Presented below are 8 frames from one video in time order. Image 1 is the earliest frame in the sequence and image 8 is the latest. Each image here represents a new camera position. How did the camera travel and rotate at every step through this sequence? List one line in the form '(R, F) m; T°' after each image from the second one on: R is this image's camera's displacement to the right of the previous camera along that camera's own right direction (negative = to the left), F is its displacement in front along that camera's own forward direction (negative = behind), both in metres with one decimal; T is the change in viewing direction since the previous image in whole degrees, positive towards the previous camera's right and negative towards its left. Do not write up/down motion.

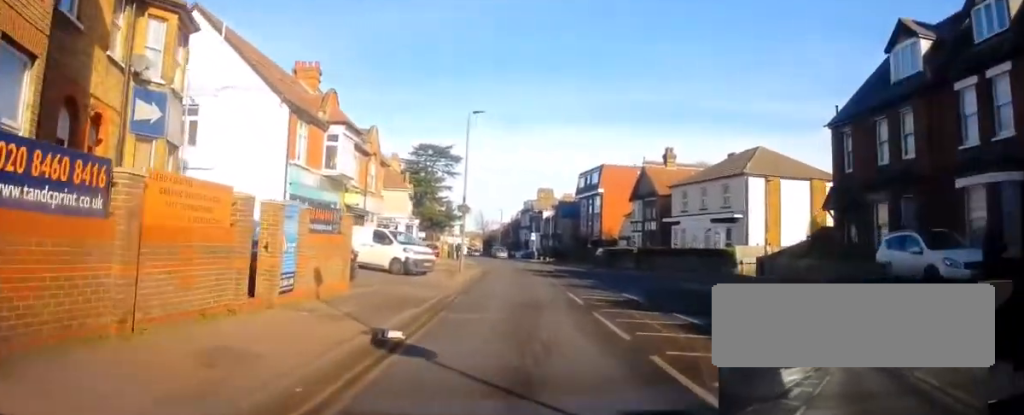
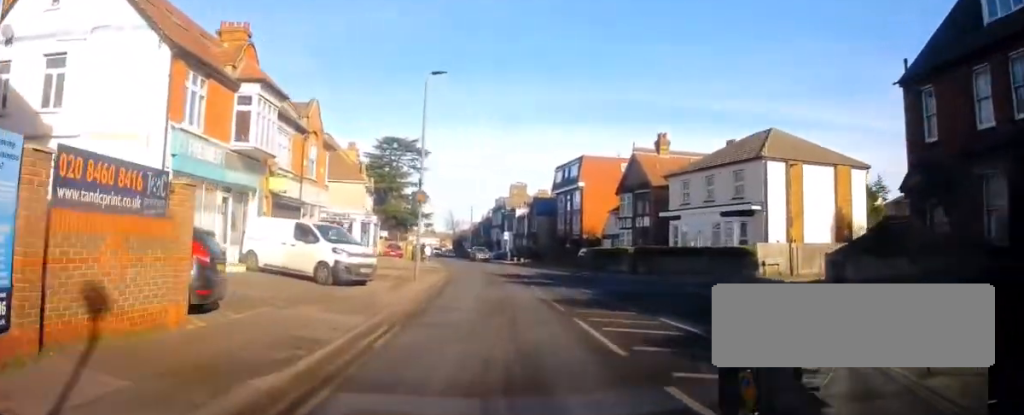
(0.0, +6.7) m; 0°
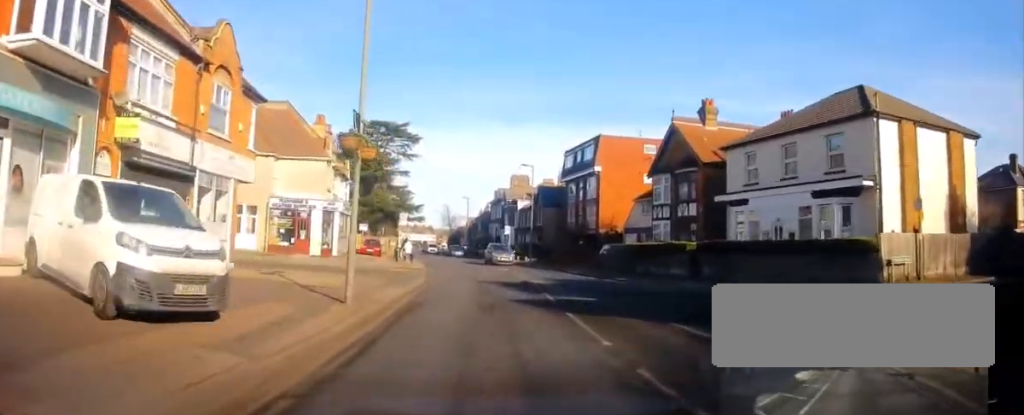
(0.0, +11.0) m; 0°
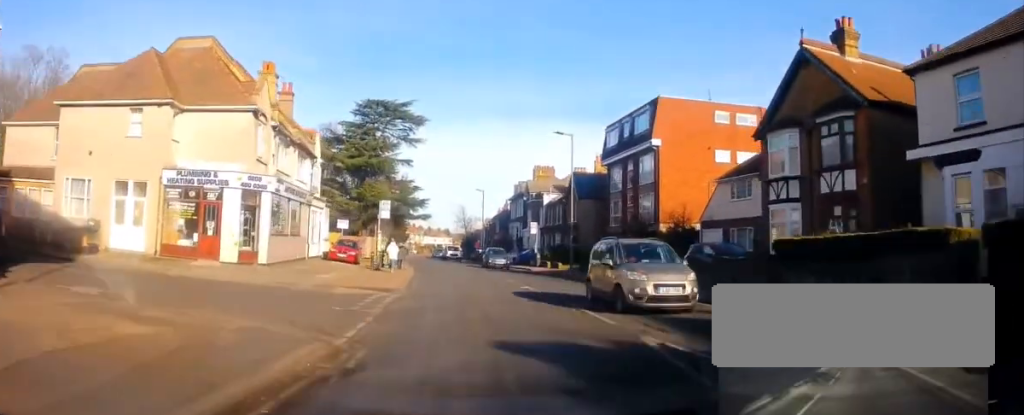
(+0.2, +14.6) m; +2°
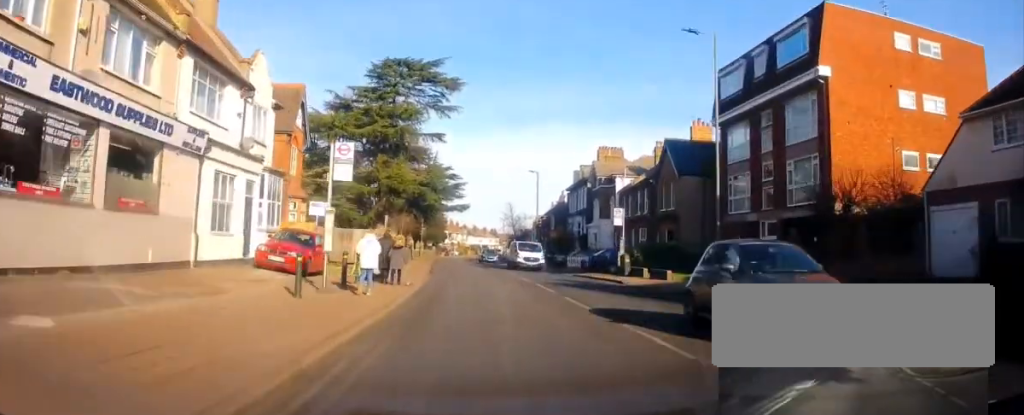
(-0.3, +17.2) m; -3°
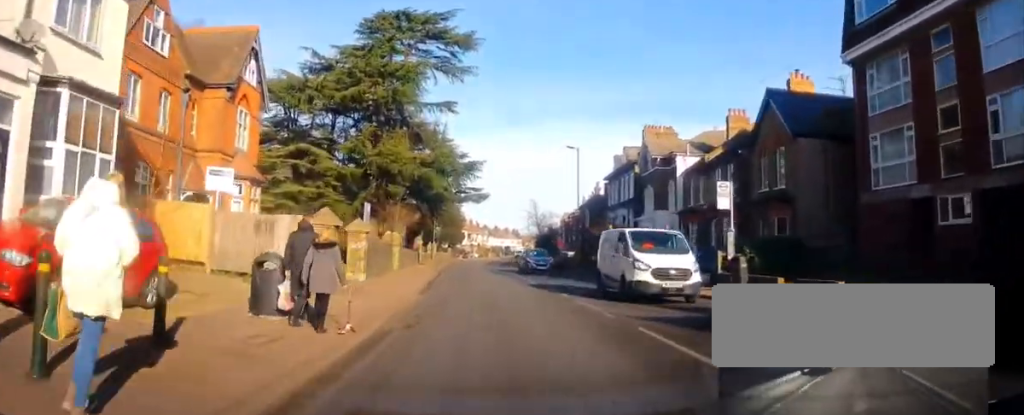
(-0.3, +12.6) m; -2°
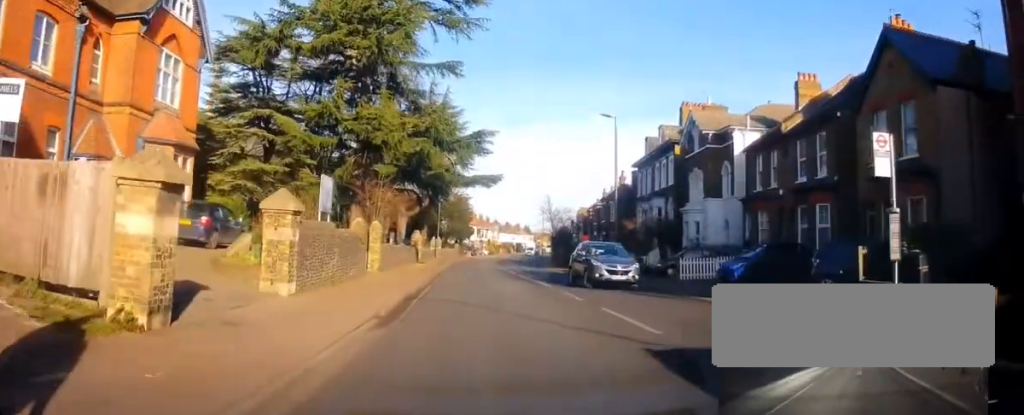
(0.0, +8.7) m; 0°
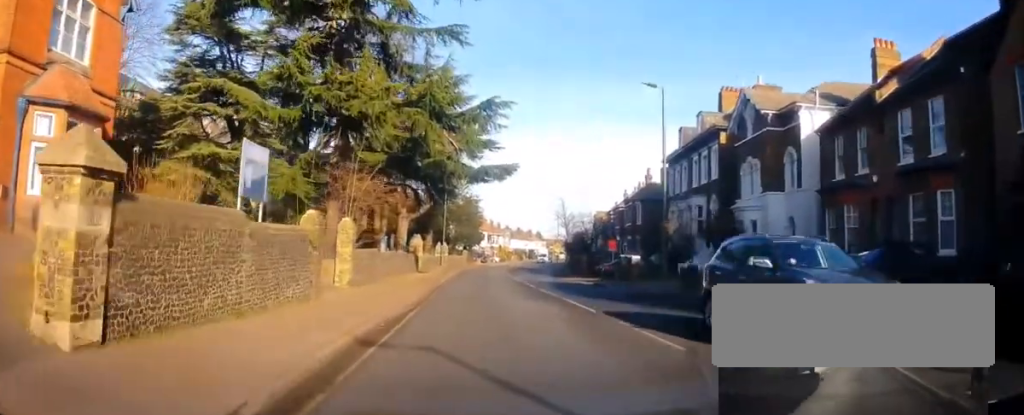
(-0.2, +7.1) m; +5°
